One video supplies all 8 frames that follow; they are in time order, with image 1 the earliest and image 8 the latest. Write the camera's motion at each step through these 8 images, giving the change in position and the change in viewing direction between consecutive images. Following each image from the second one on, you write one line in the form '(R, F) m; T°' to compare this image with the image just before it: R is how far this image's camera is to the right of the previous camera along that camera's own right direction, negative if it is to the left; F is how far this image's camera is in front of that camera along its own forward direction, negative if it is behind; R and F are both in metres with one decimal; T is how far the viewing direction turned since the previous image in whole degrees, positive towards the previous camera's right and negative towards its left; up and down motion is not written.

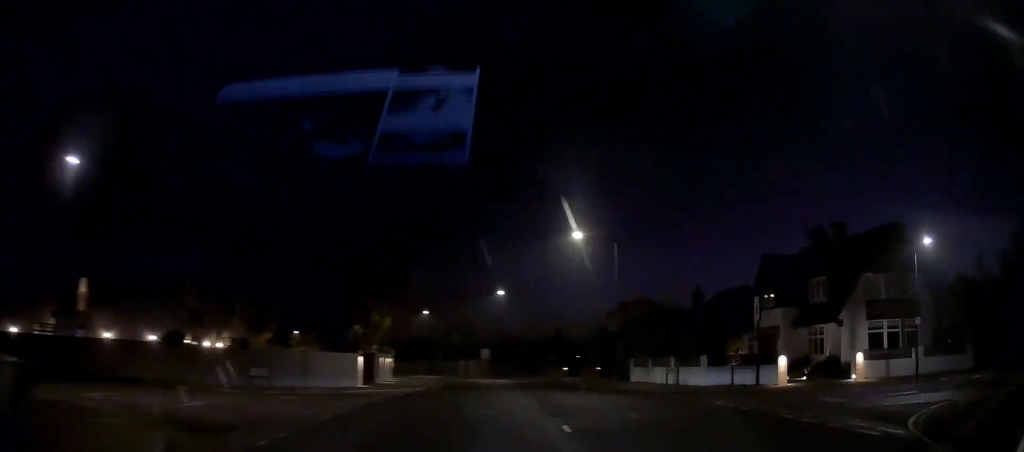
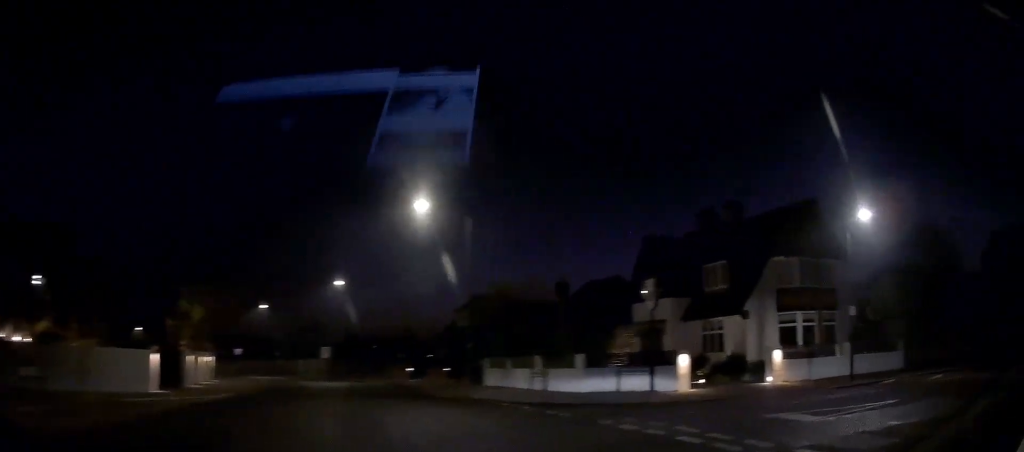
(+0.5, +6.3) m; +10°
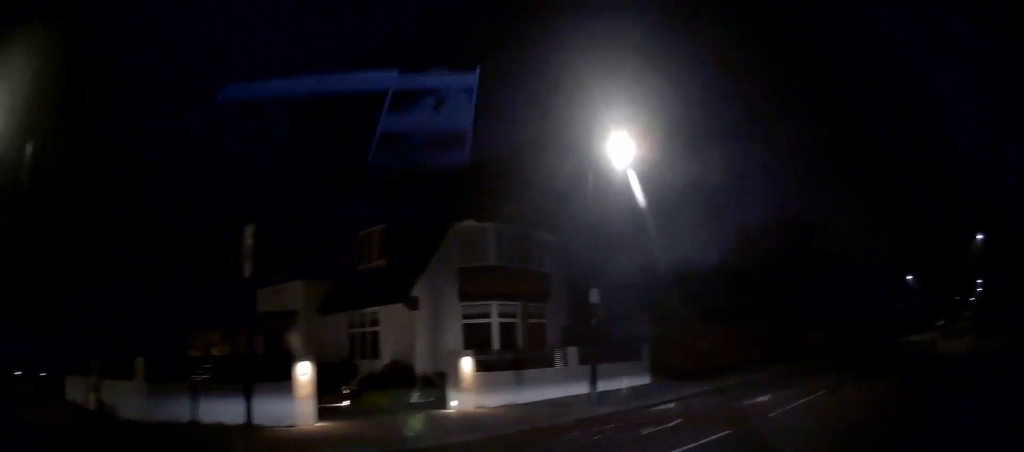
(+1.5, +9.1) m; +34°
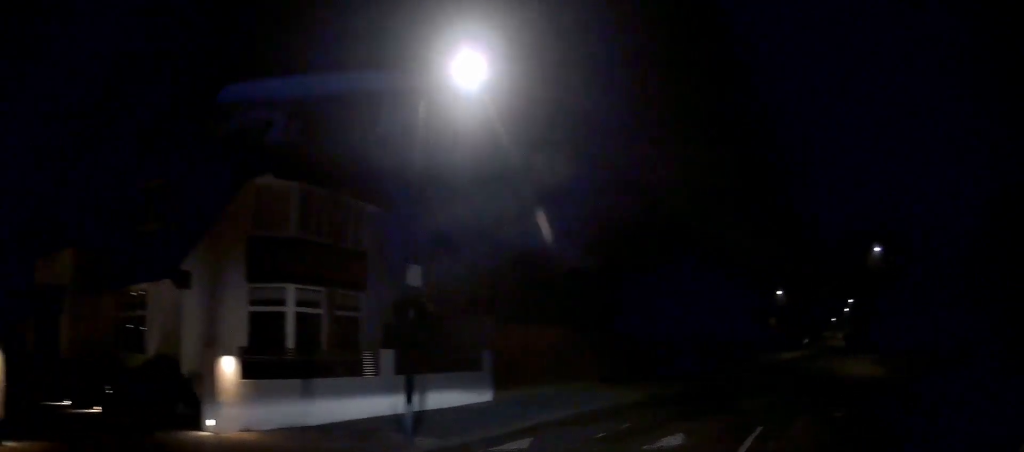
(+1.6, +4.7) m; +16°
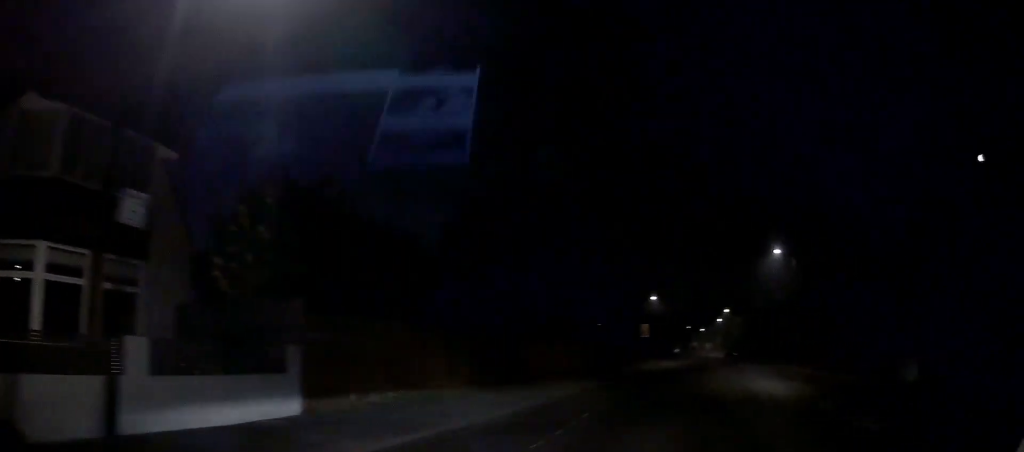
(+0.6, +5.1) m; +8°
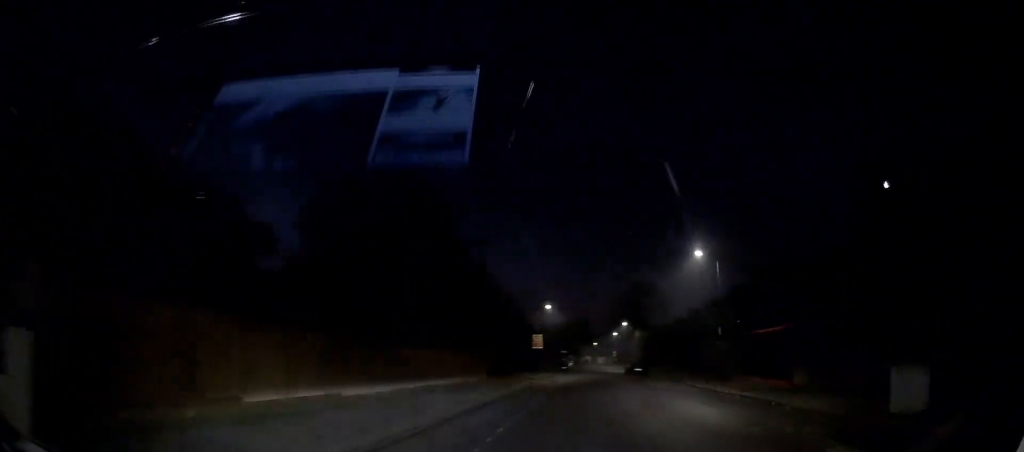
(+0.1, +5.9) m; +4°
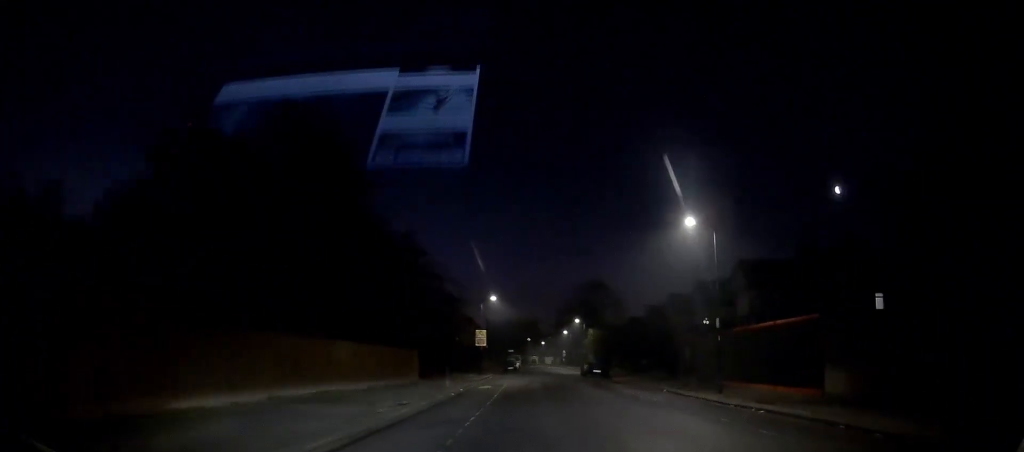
(+0.3, +7.1) m; +10°
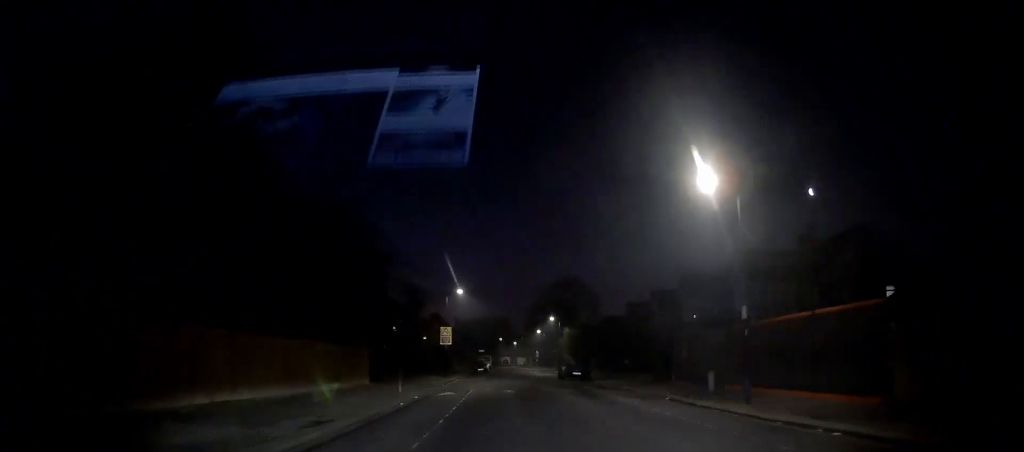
(+0.6, +5.0) m; +6°
